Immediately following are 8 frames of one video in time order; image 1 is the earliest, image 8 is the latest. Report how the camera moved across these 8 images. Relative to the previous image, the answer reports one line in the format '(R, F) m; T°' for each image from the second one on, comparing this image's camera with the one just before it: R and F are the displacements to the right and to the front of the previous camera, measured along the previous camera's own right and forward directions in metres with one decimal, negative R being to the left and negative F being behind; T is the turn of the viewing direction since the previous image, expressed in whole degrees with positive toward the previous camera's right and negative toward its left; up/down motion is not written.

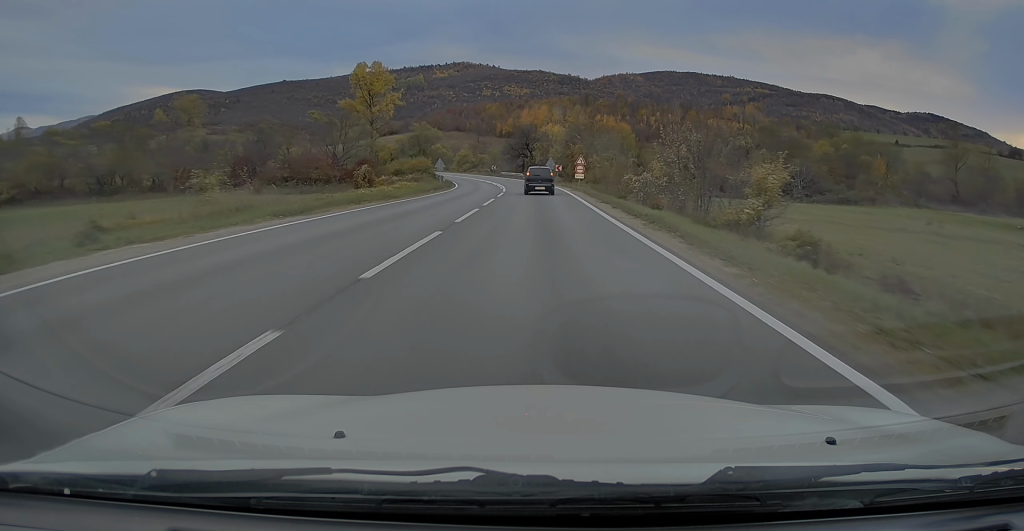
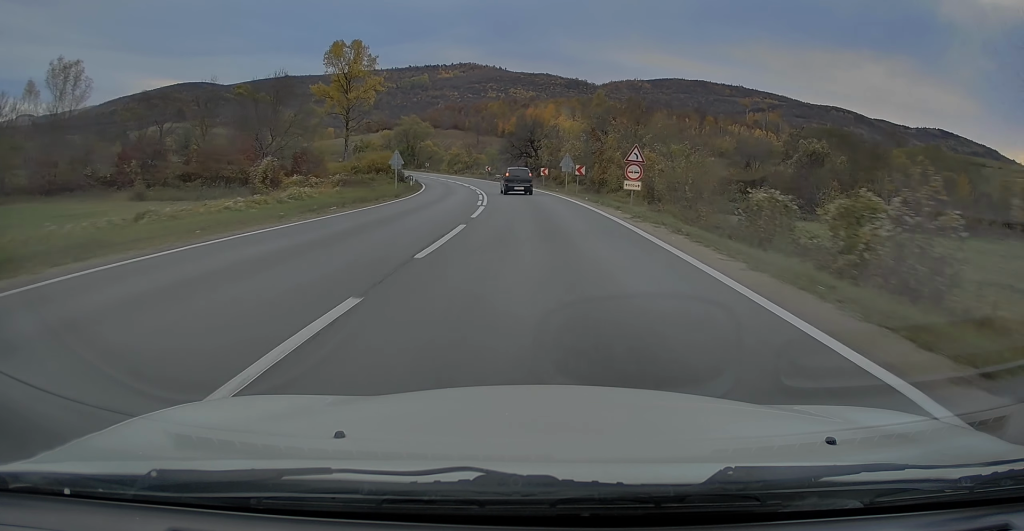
(-0.5, +25.3) m; -1°
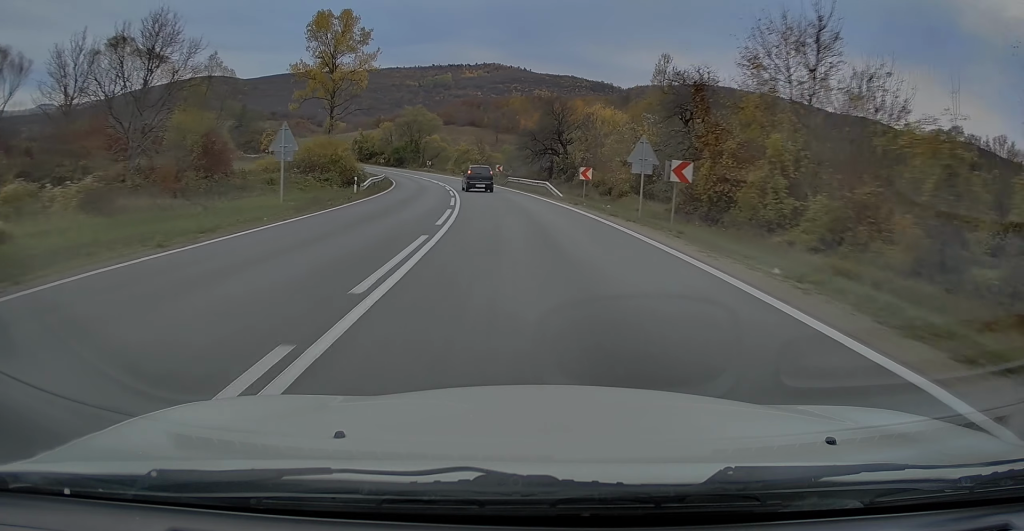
(-0.2, +24.9) m; -2°
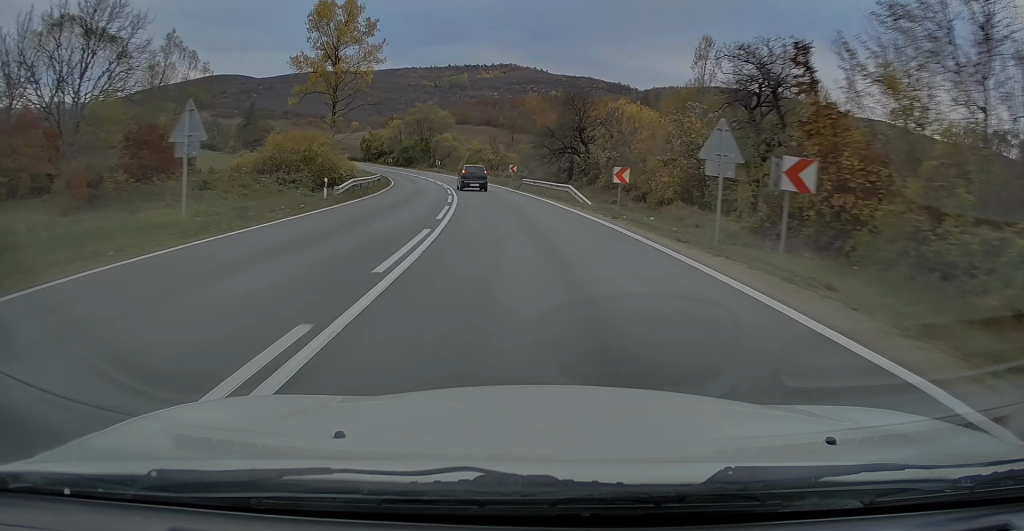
(0.0, +7.6) m; -1°
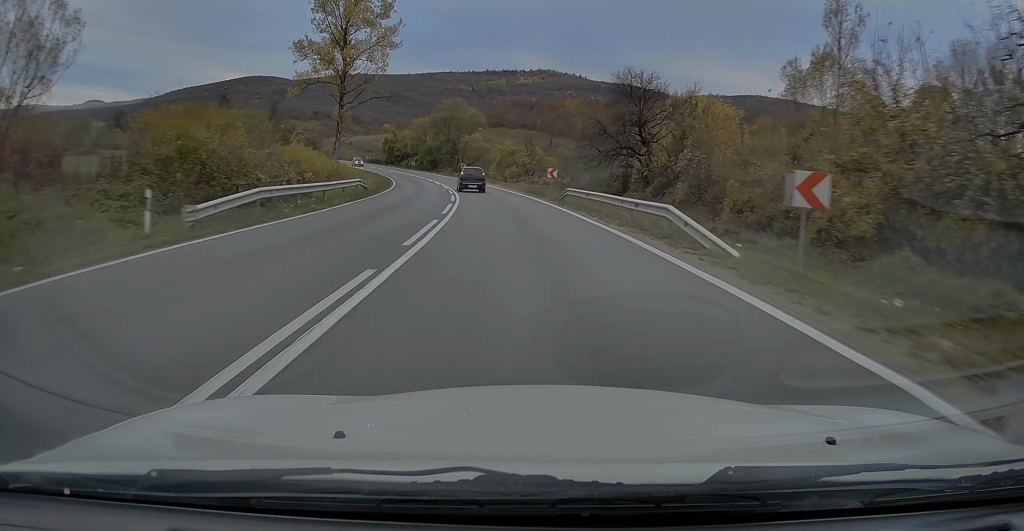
(-0.3, +15.0) m; -3°
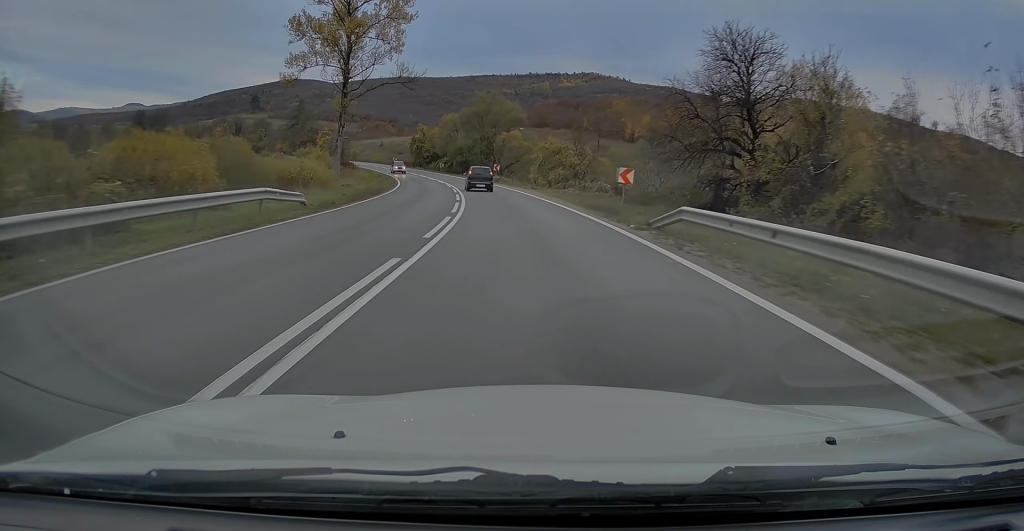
(-0.4, +16.4) m; -3°
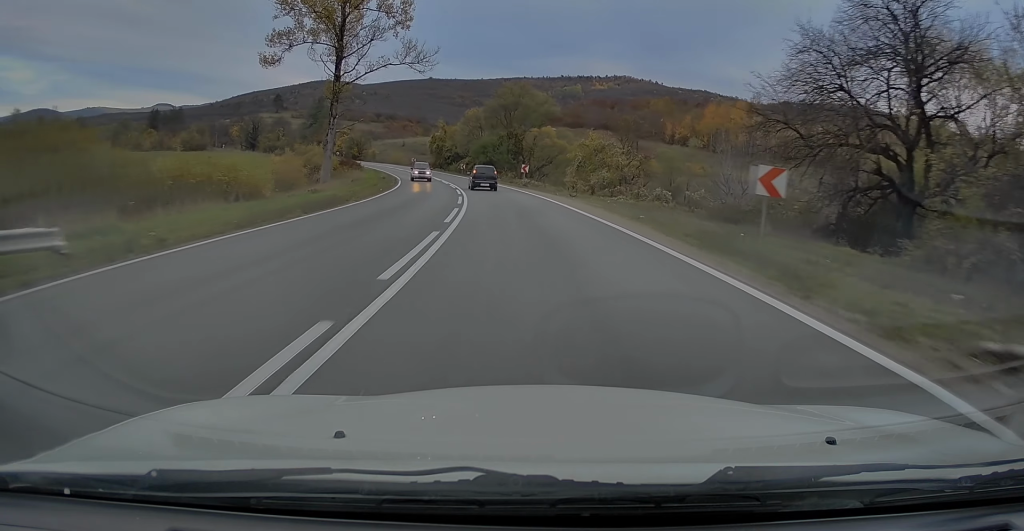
(-0.4, +13.2) m; -3°
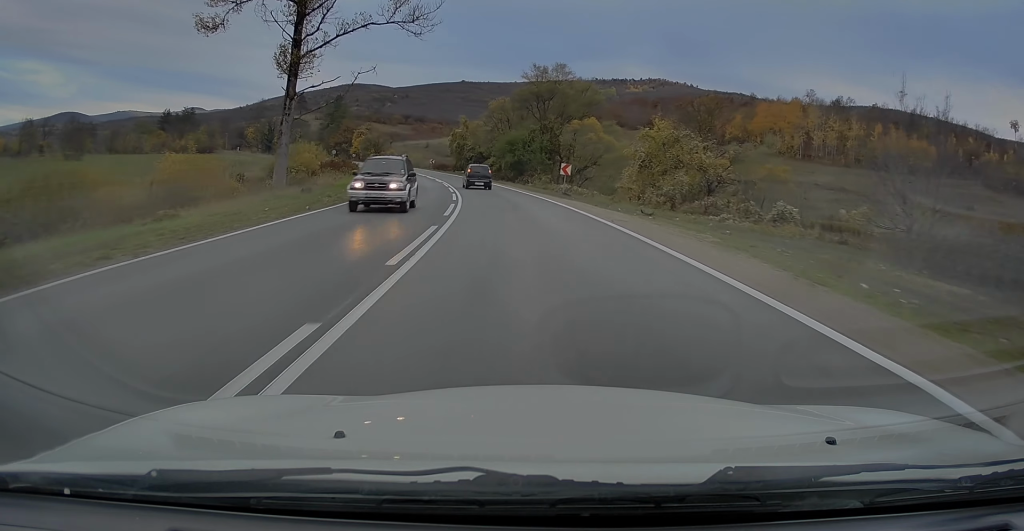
(-0.6, +16.9) m; -4°
